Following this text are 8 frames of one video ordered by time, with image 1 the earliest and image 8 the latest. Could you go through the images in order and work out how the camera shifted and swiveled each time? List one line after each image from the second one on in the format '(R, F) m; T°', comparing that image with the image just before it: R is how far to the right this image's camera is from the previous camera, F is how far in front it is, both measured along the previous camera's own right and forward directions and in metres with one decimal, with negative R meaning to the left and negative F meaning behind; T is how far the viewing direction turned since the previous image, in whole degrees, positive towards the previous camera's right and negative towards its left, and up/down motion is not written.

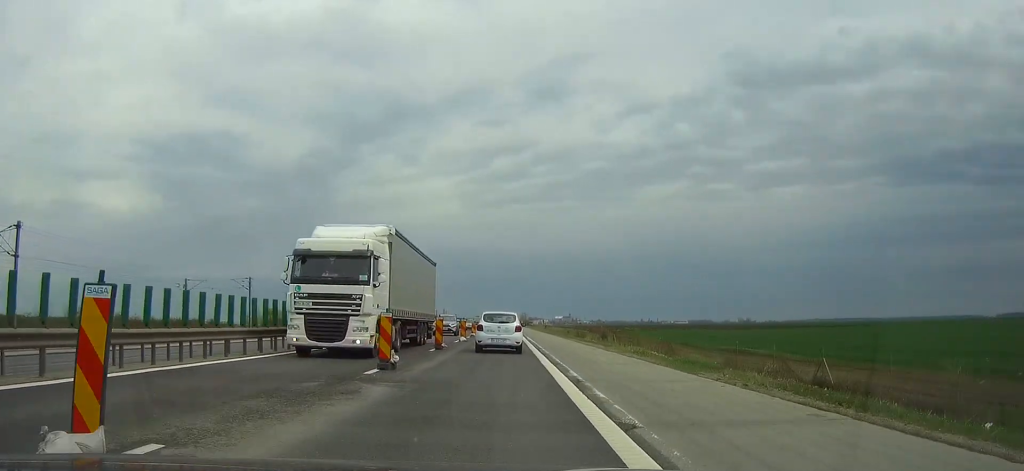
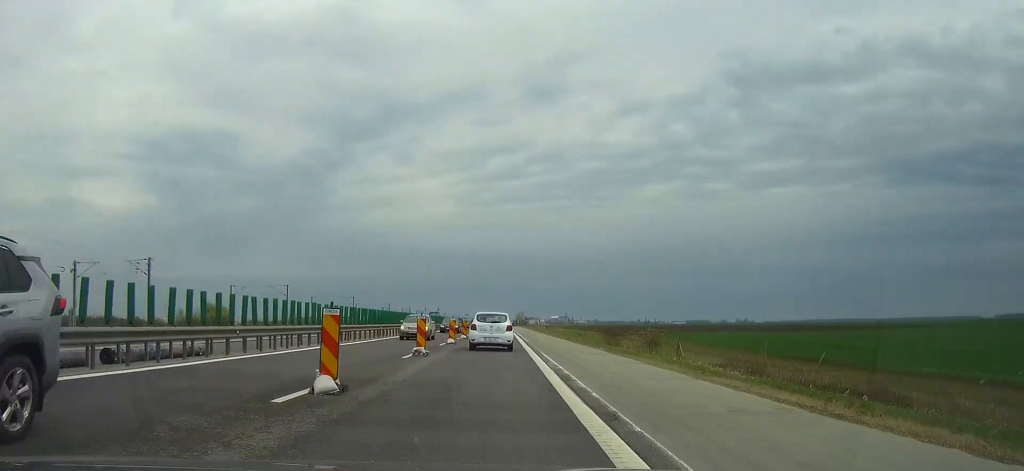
(0.0, +29.4) m; 0°
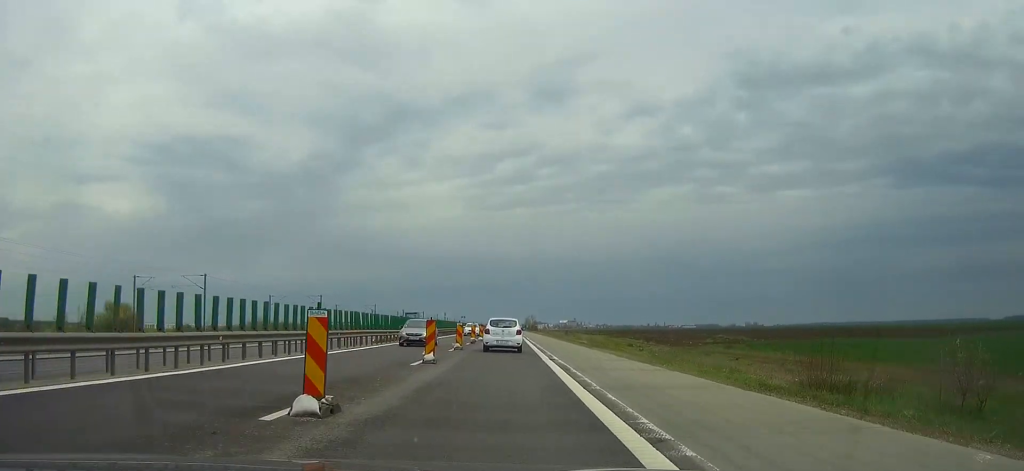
(0.0, +37.2) m; 0°
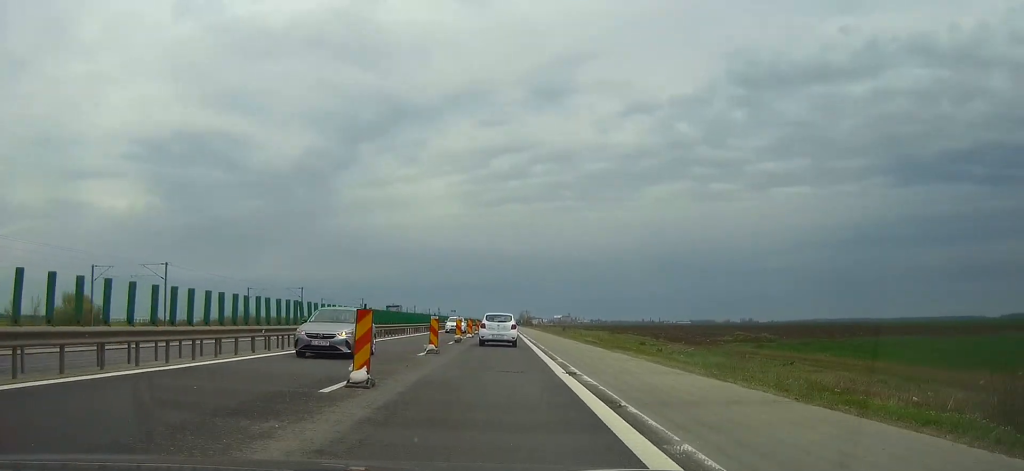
(0.0, +9.1) m; 0°
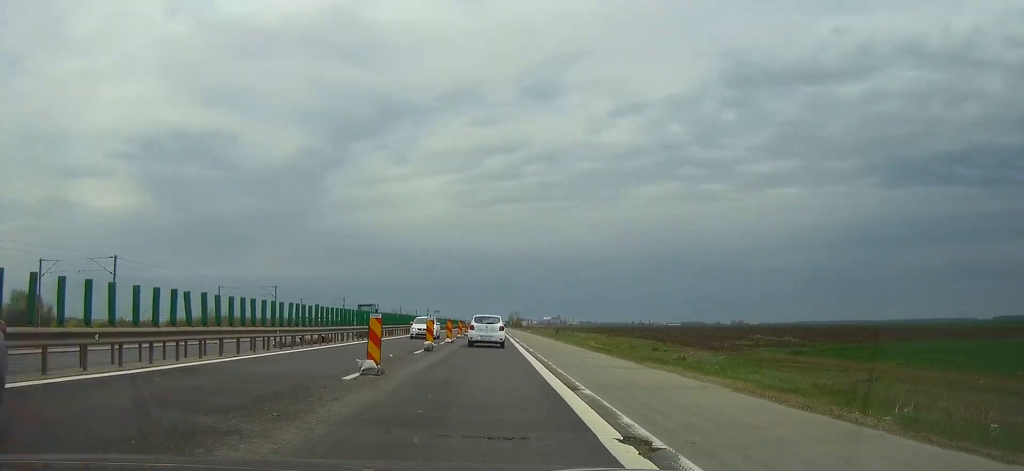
(0.0, +9.1) m; 0°
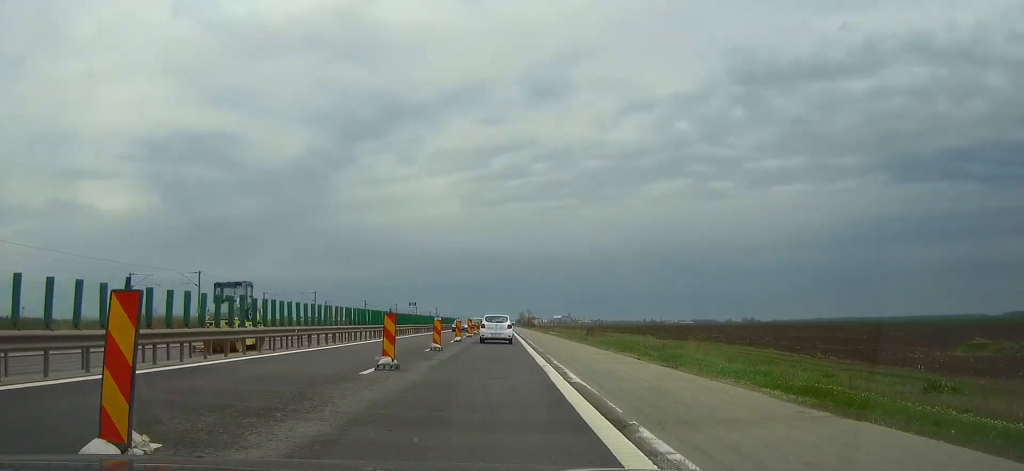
(+0.2, +34.9) m; 0°
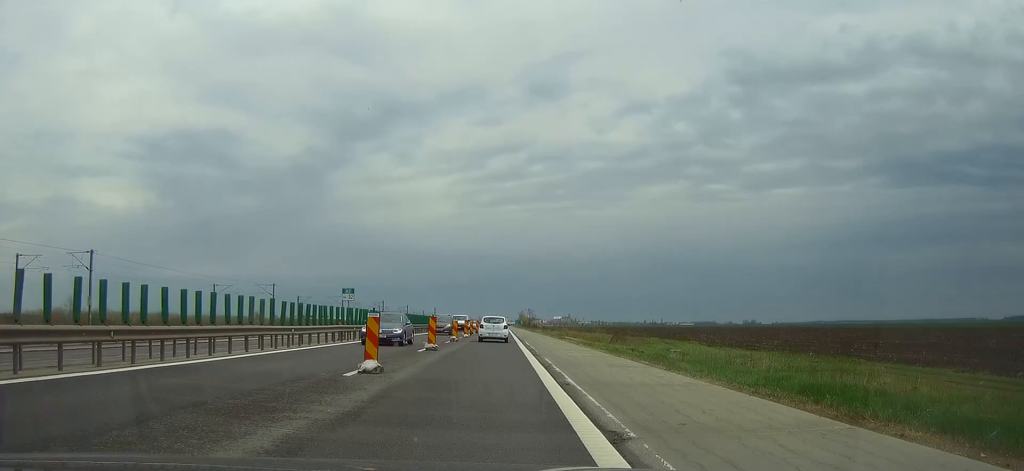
(-0.1, +25.4) m; -1°
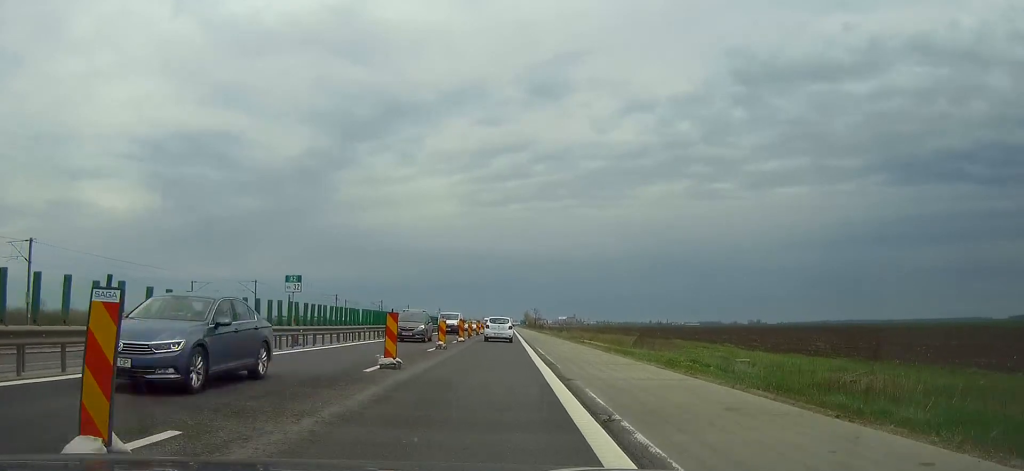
(0.0, +10.8) m; 0°
